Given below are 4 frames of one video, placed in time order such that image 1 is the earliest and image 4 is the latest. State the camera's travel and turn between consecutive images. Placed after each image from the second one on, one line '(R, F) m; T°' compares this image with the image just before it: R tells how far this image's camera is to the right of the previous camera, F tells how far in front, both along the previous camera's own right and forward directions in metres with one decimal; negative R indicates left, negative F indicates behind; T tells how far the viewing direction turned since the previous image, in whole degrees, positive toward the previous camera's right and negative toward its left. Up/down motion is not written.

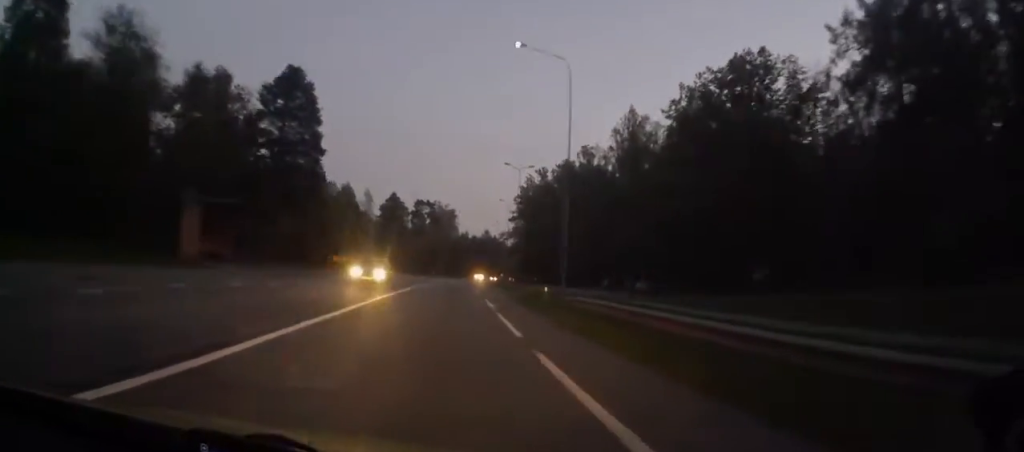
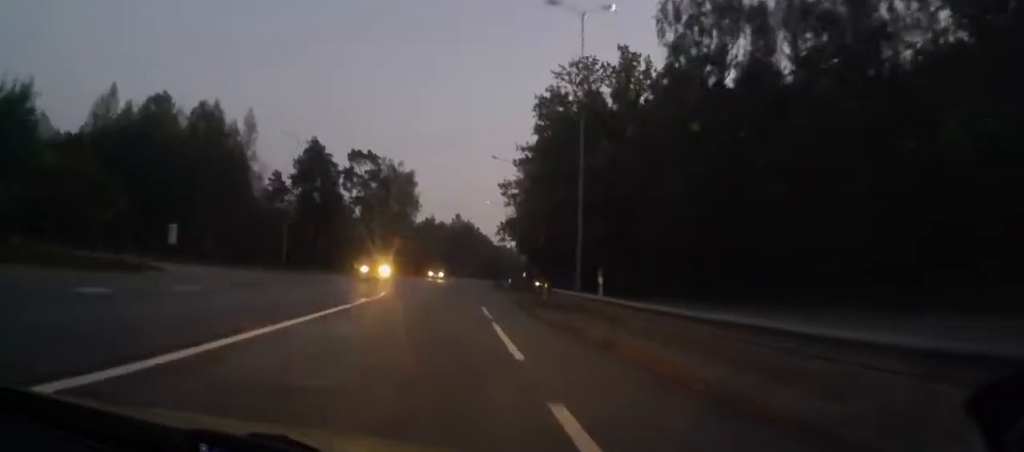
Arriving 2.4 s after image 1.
(+2.7, +69.6) m; +4°
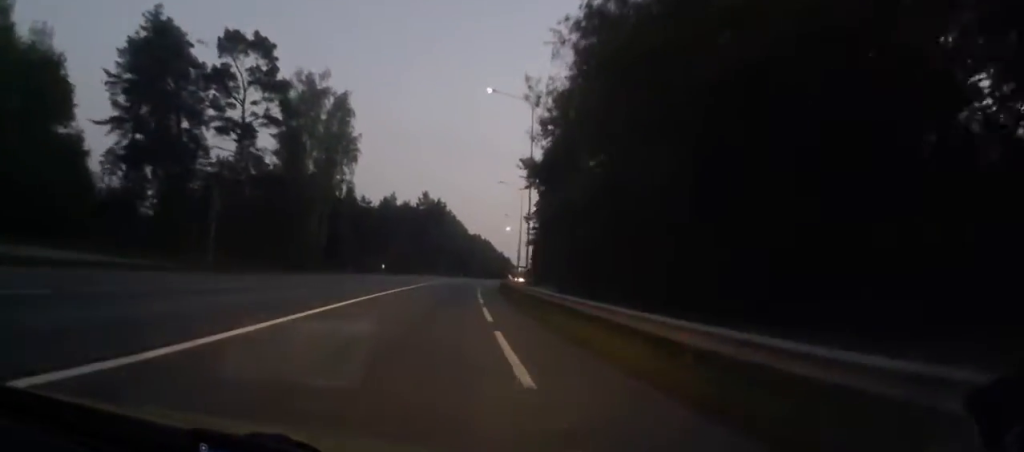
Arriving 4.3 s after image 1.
(+1.2, +54.9) m; +2°
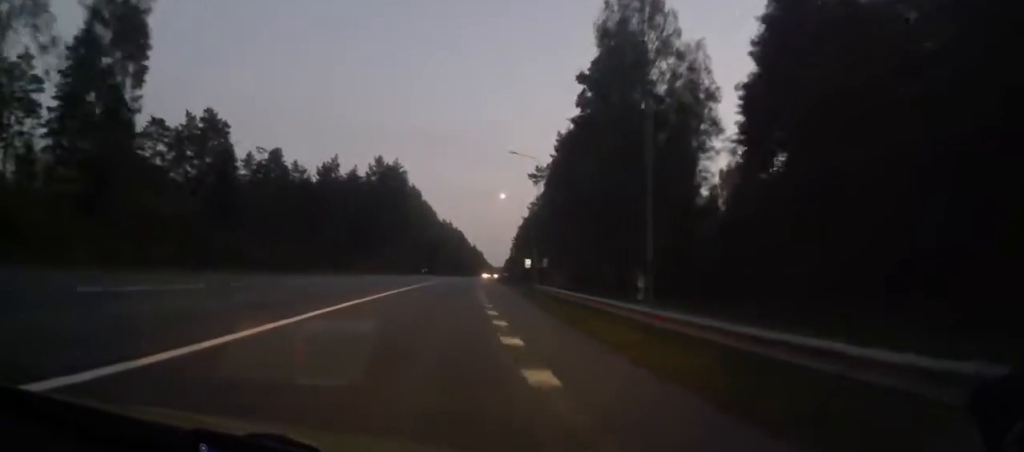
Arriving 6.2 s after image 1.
(+0.4, +55.0) m; +2°
